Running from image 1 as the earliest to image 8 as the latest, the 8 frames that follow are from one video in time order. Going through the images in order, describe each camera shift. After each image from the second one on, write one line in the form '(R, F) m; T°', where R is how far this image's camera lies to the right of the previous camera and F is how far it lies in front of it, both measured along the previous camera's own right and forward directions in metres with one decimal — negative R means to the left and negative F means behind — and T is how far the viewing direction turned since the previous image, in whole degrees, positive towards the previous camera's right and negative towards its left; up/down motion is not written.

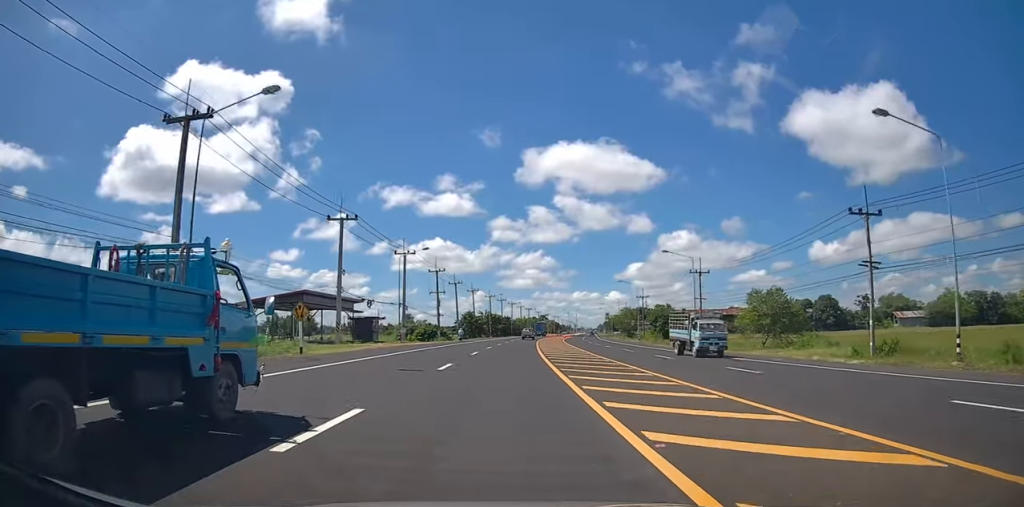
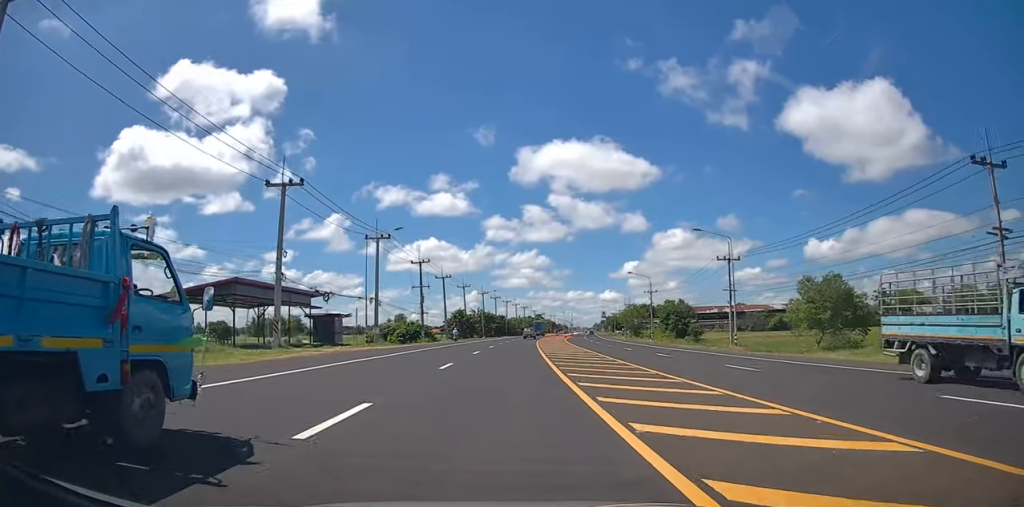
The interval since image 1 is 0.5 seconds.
(0.0, +11.3) m; +1°
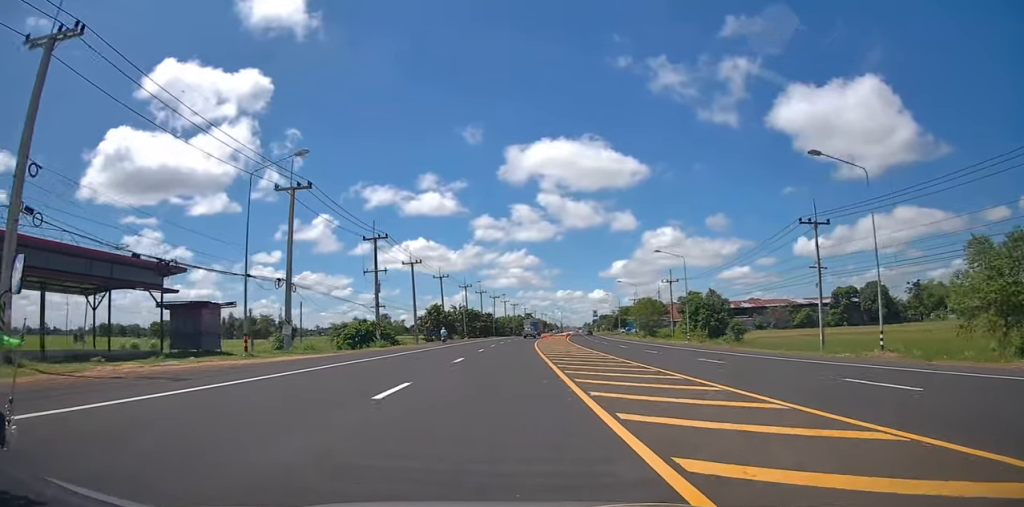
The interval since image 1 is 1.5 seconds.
(+0.2, +19.9) m; +1°
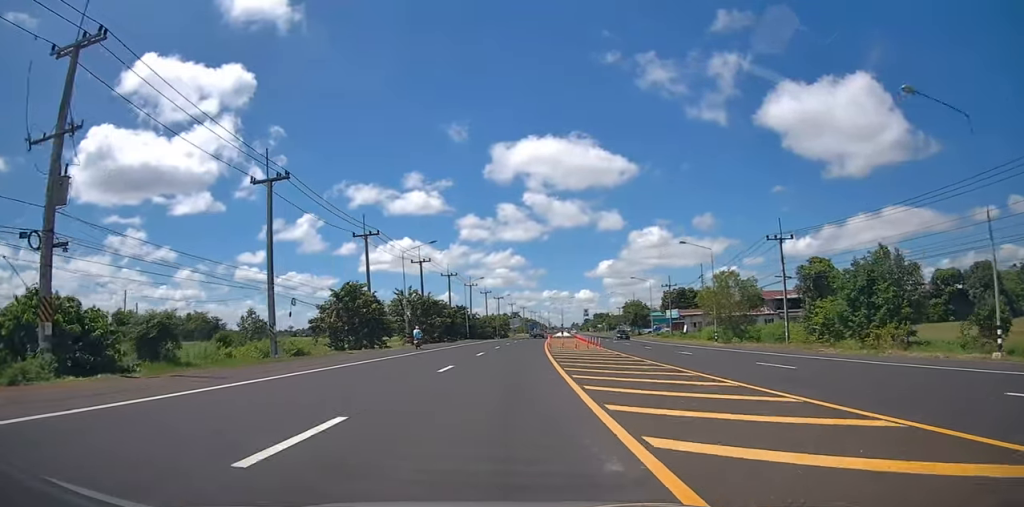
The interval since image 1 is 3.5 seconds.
(+0.6, +40.9) m; +2°
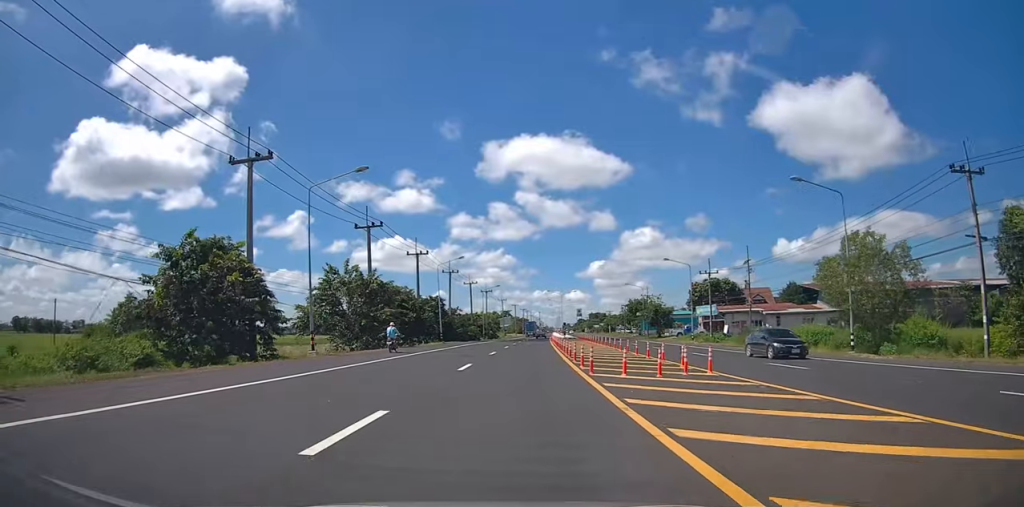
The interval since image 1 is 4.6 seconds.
(+0.1, +23.4) m; +2°
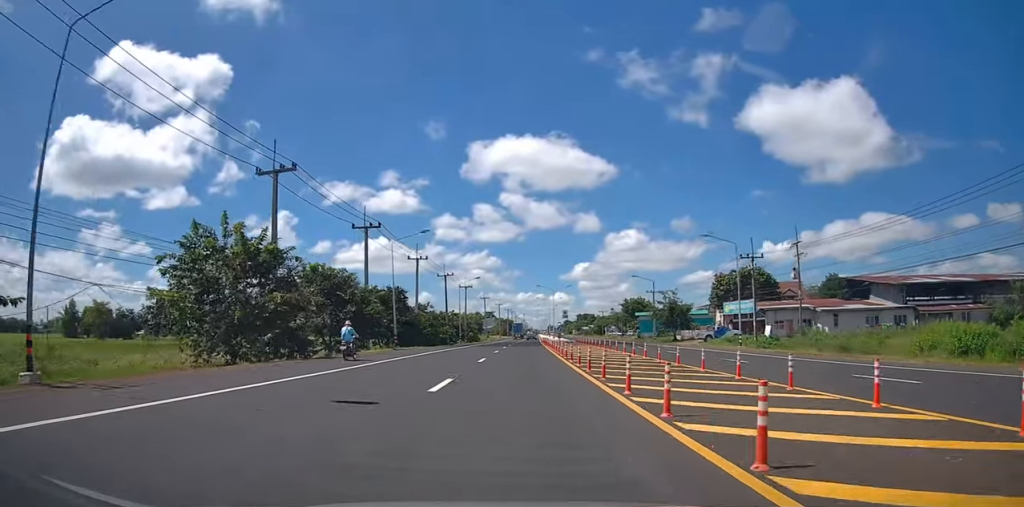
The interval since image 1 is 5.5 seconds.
(+0.4, +17.7) m; +1°
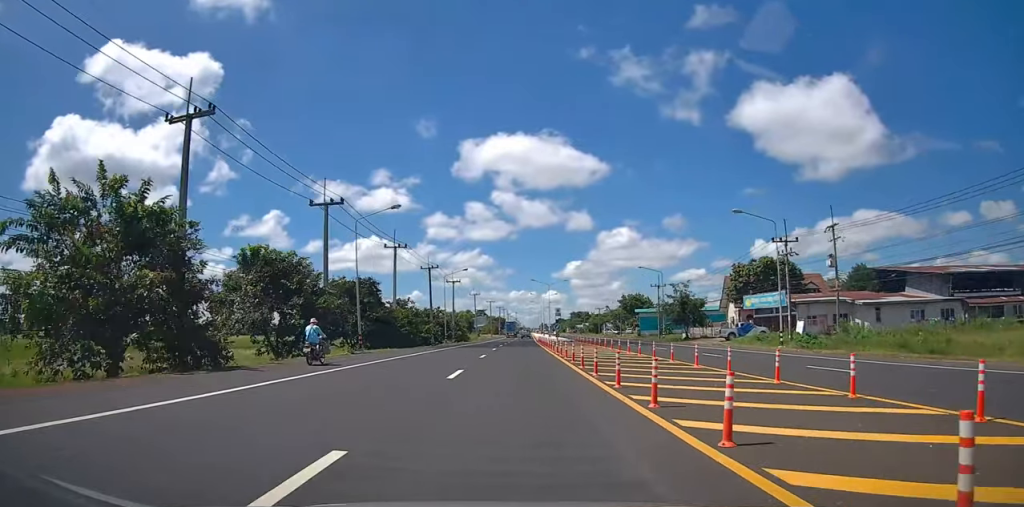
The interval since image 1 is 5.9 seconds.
(0.0, +8.8) m; 0°
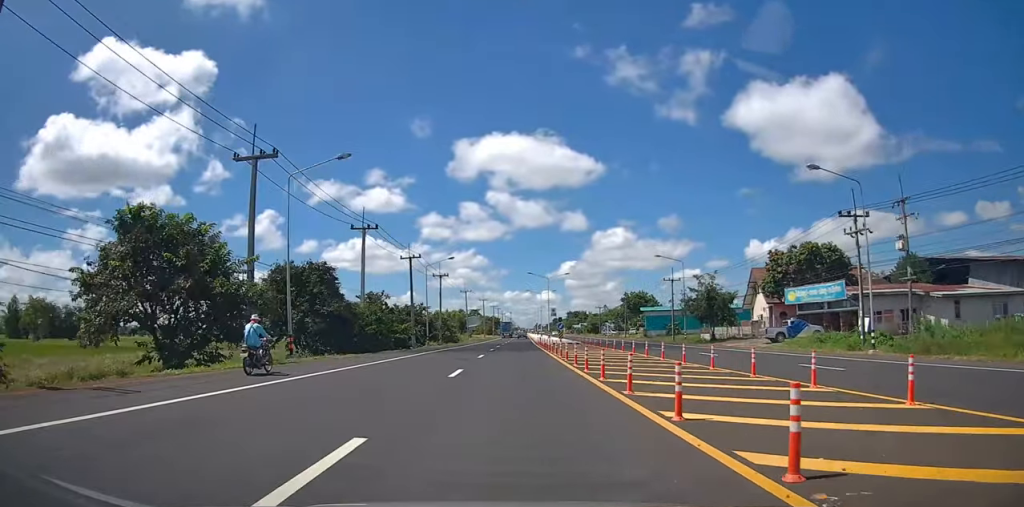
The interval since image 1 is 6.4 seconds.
(0.0, +11.2) m; 0°
